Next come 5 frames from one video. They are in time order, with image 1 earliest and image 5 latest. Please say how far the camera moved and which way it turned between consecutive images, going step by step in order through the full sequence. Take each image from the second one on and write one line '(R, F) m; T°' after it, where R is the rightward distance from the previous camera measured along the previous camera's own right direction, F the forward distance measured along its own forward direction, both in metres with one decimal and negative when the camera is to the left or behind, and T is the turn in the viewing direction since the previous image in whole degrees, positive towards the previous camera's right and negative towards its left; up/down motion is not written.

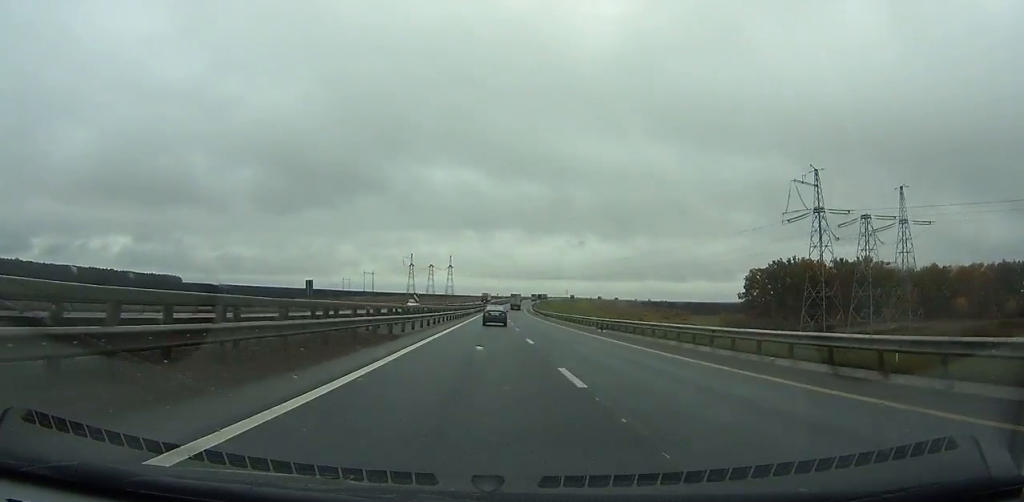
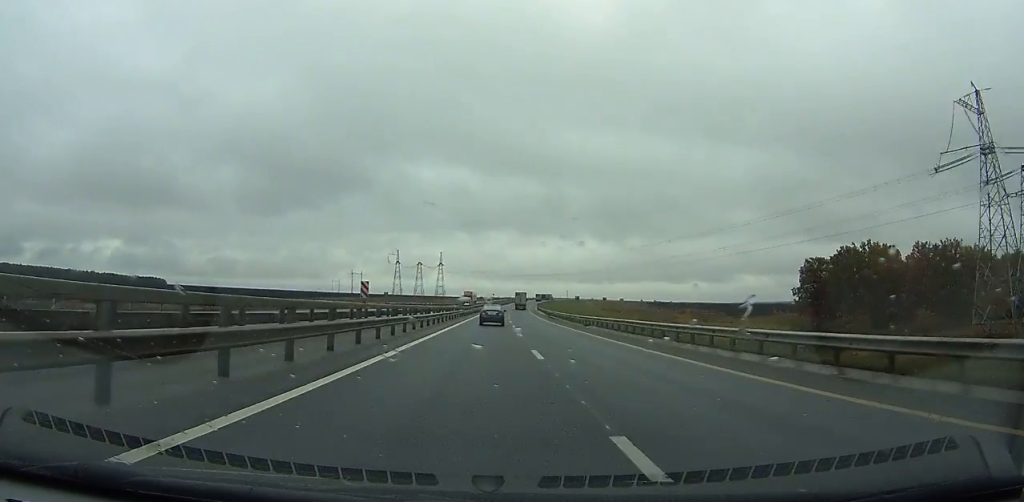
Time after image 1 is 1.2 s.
(-0.1, +40.8) m; 0°
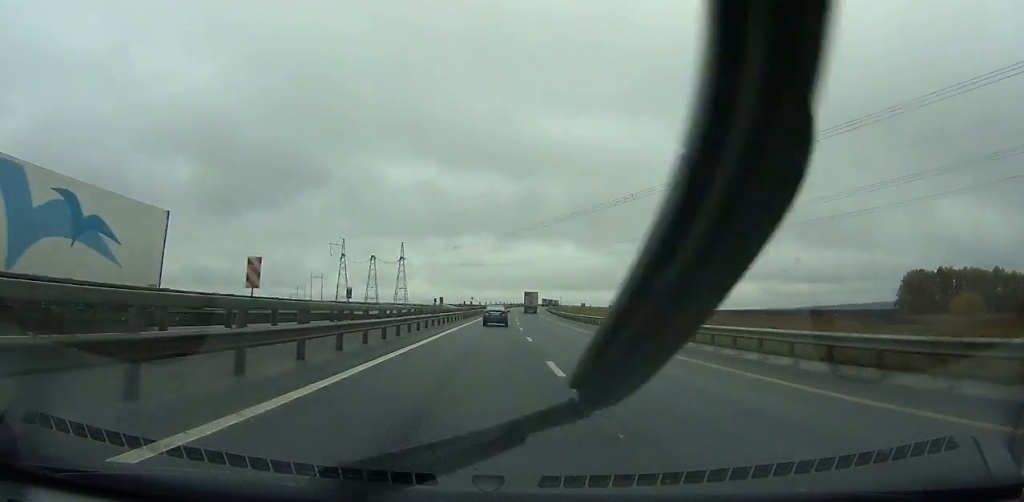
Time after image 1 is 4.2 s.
(+1.2, +99.9) m; +2°
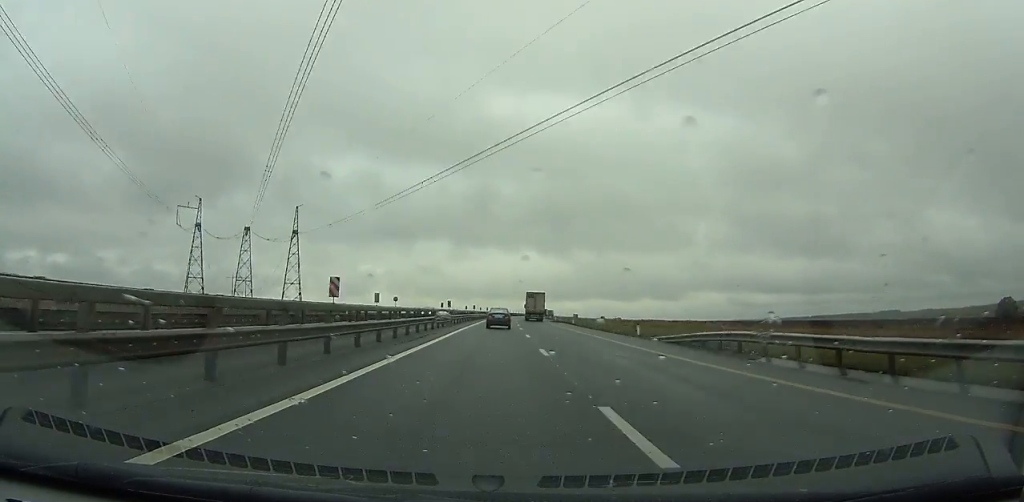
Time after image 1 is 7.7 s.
(+2.9, +113.5) m; +3°
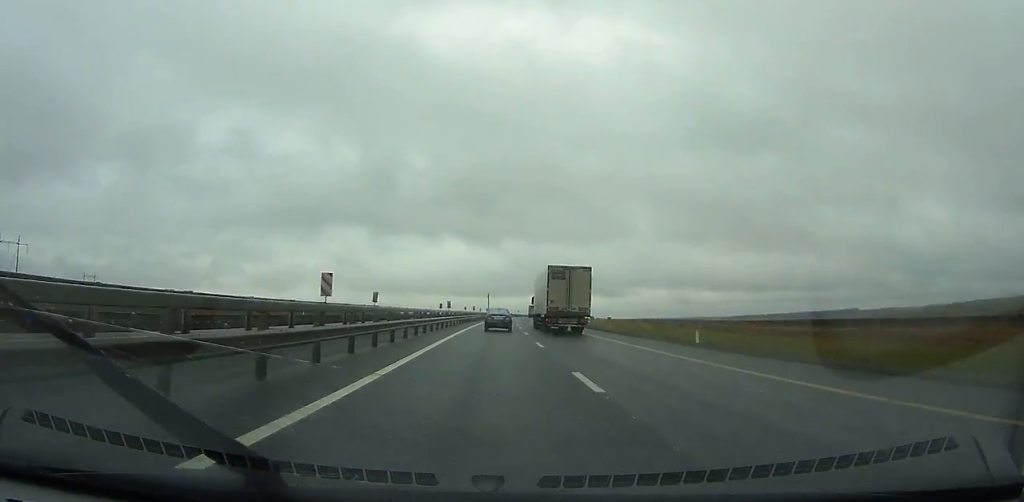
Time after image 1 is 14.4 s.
(+10.4, +208.9) m; +5°
